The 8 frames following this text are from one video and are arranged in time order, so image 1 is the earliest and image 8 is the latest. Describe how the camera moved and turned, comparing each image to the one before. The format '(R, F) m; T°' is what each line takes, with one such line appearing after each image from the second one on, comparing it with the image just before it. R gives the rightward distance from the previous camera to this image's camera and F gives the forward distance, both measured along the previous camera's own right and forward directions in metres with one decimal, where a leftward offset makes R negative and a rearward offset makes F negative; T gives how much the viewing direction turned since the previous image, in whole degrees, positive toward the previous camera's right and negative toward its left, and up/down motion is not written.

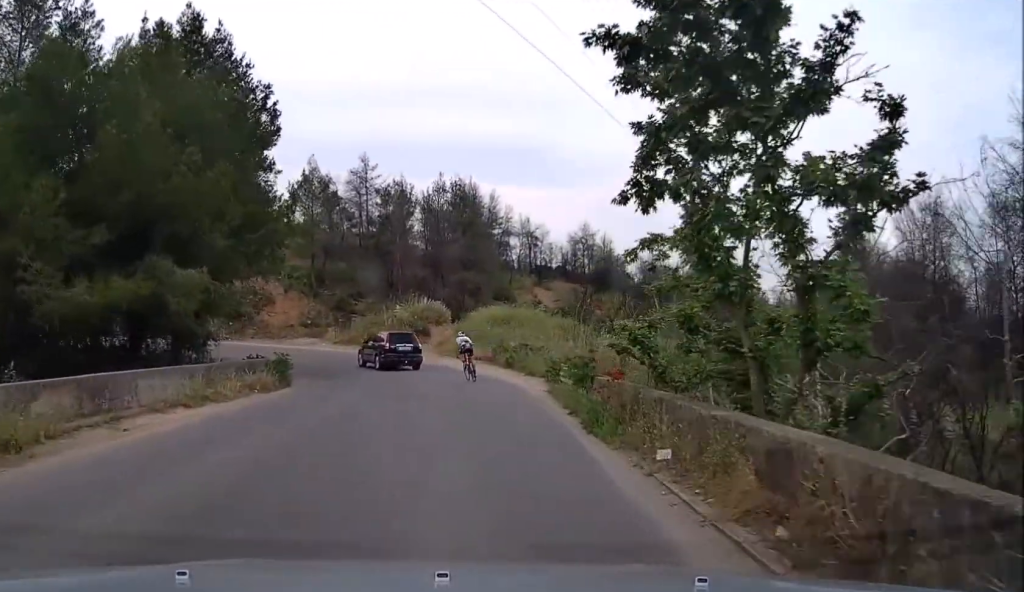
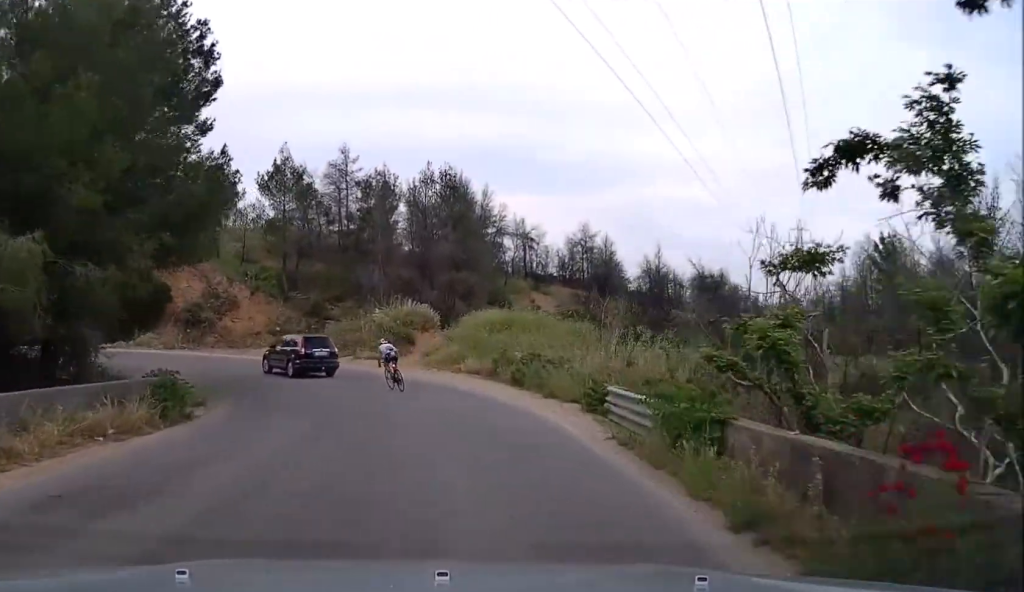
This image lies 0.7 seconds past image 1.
(0.0, +8.3) m; 0°
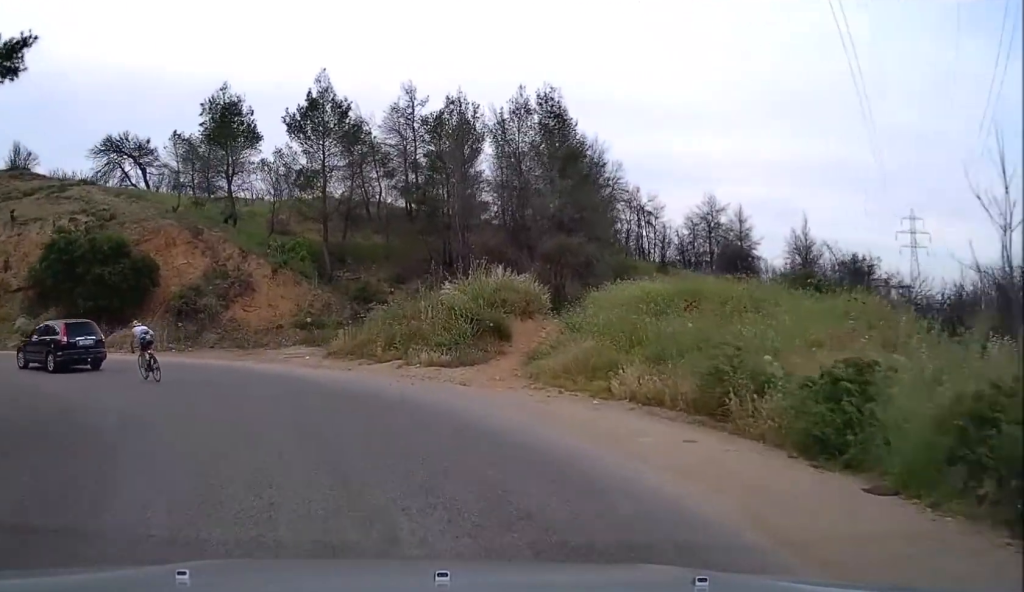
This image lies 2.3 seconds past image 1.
(-0.3, +18.3) m; -5°
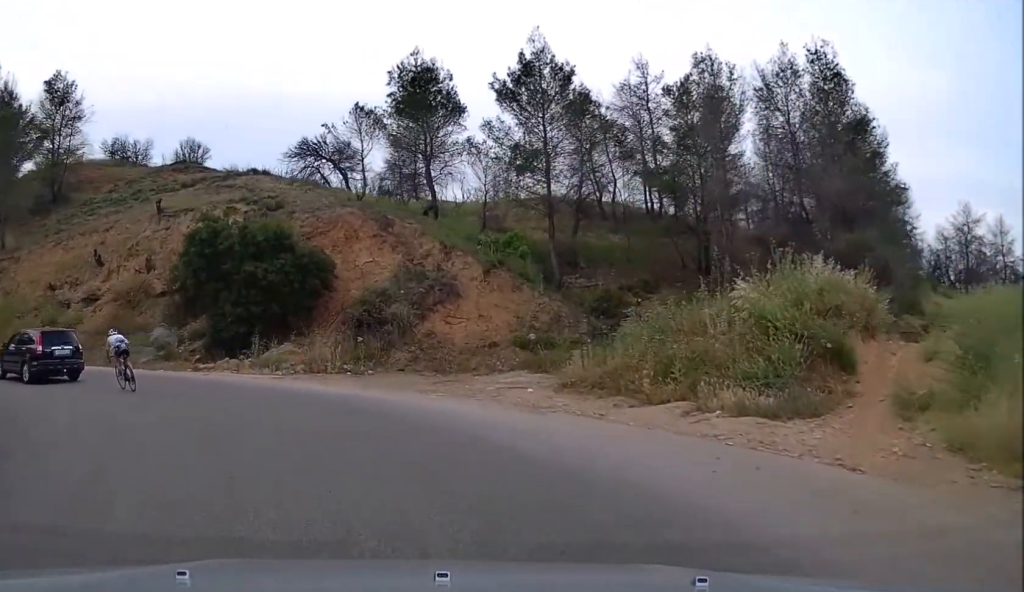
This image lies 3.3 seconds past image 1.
(-0.6, +9.8) m; -14°
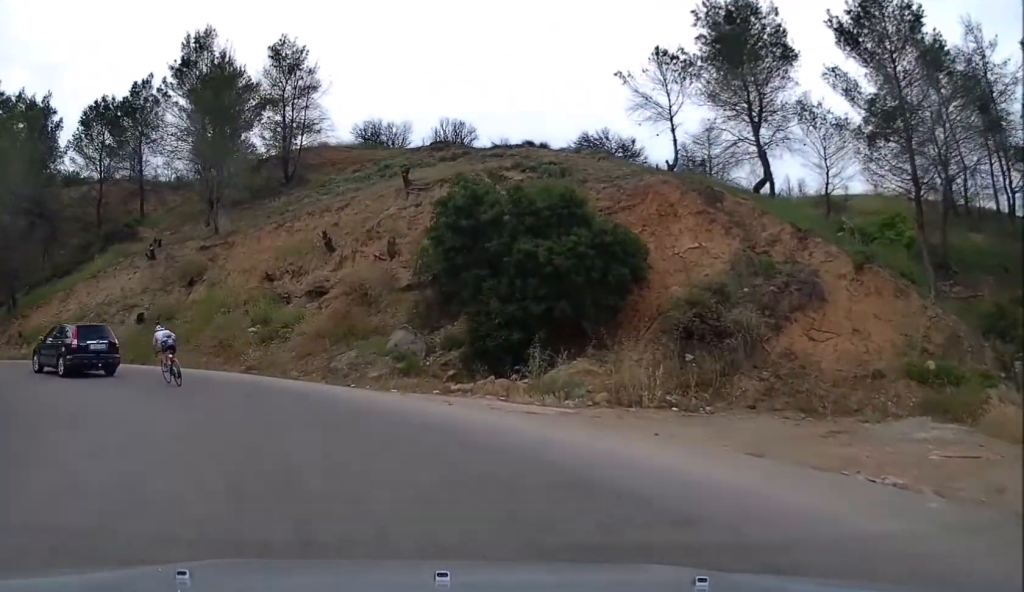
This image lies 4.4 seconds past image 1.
(-2.0, +9.3) m; -22°
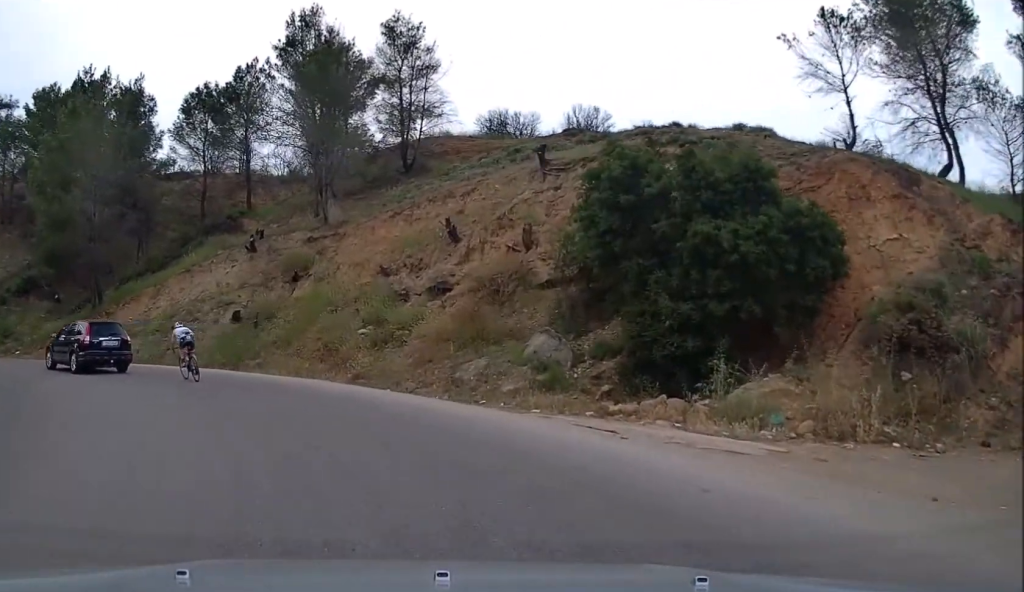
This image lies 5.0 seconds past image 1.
(-0.5, +4.9) m; -11°
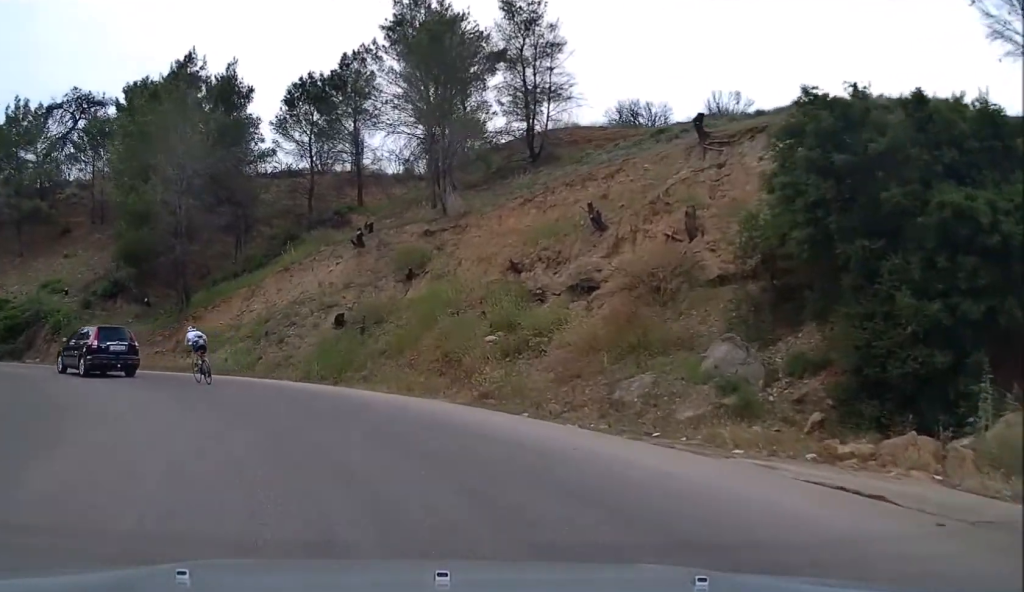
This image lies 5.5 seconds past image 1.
(-0.5, +4.9) m; -11°
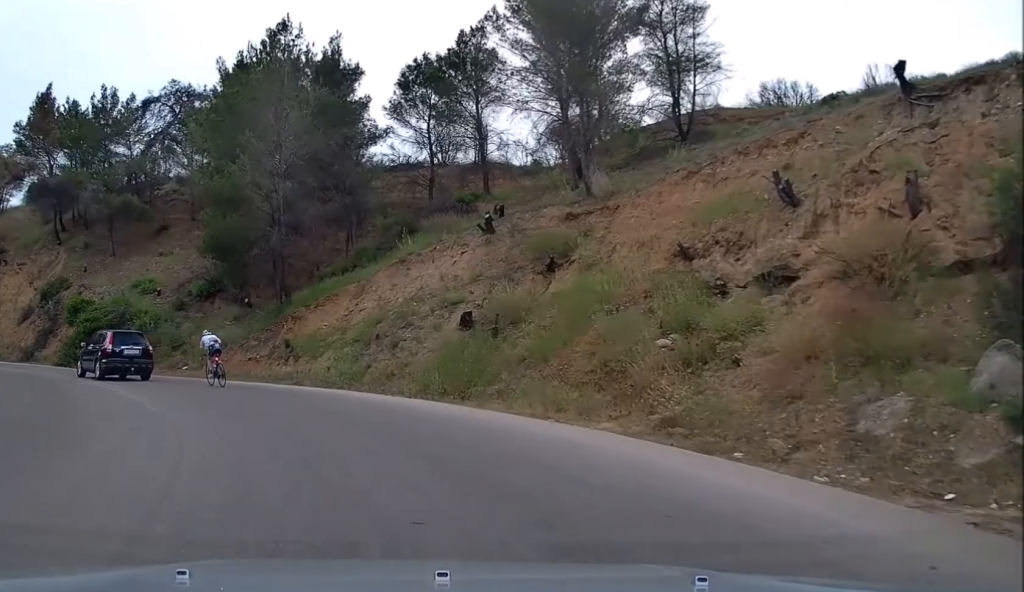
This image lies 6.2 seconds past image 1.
(-0.2, +5.5) m; -12°
